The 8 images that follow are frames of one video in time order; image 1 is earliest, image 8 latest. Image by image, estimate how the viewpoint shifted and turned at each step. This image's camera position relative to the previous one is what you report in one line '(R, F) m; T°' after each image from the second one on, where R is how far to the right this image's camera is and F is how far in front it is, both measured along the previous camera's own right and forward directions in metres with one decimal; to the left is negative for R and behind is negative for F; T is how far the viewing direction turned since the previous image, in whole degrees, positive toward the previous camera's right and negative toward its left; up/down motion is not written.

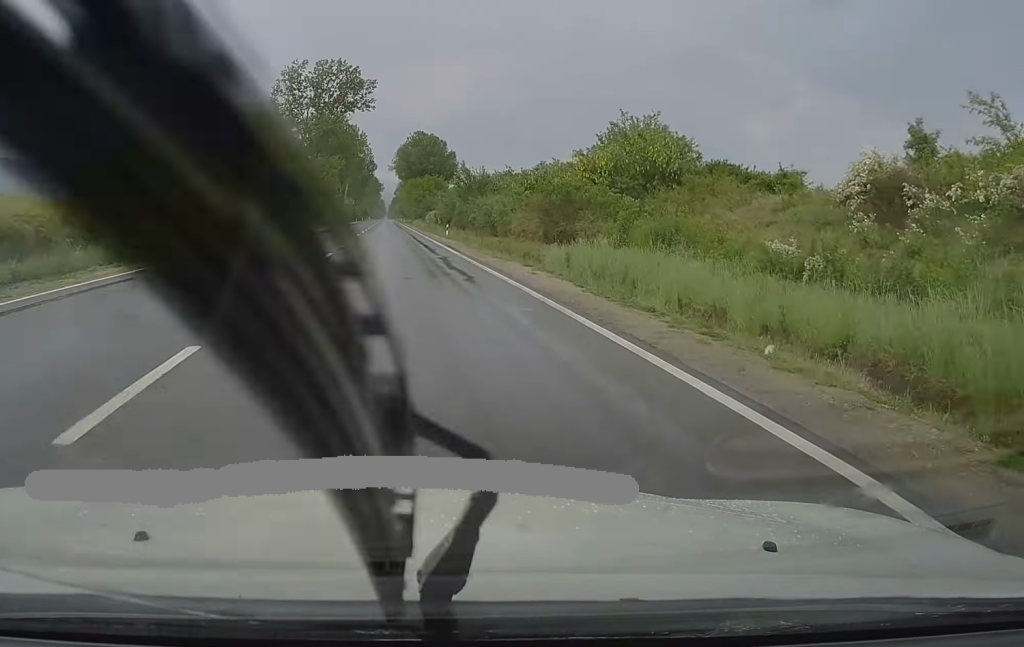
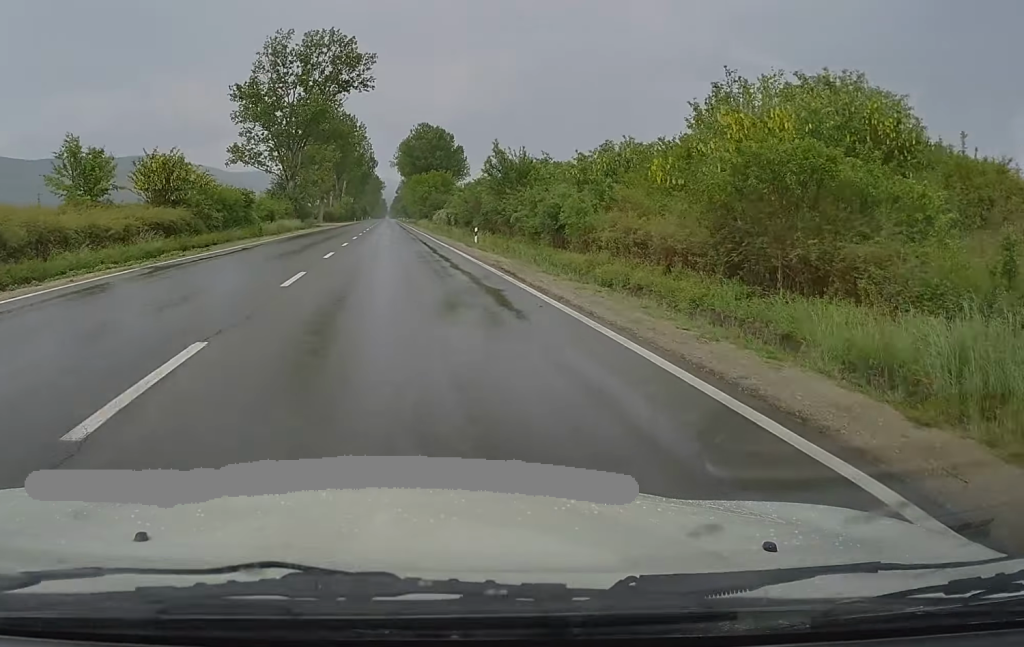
(0.0, +17.8) m; 0°
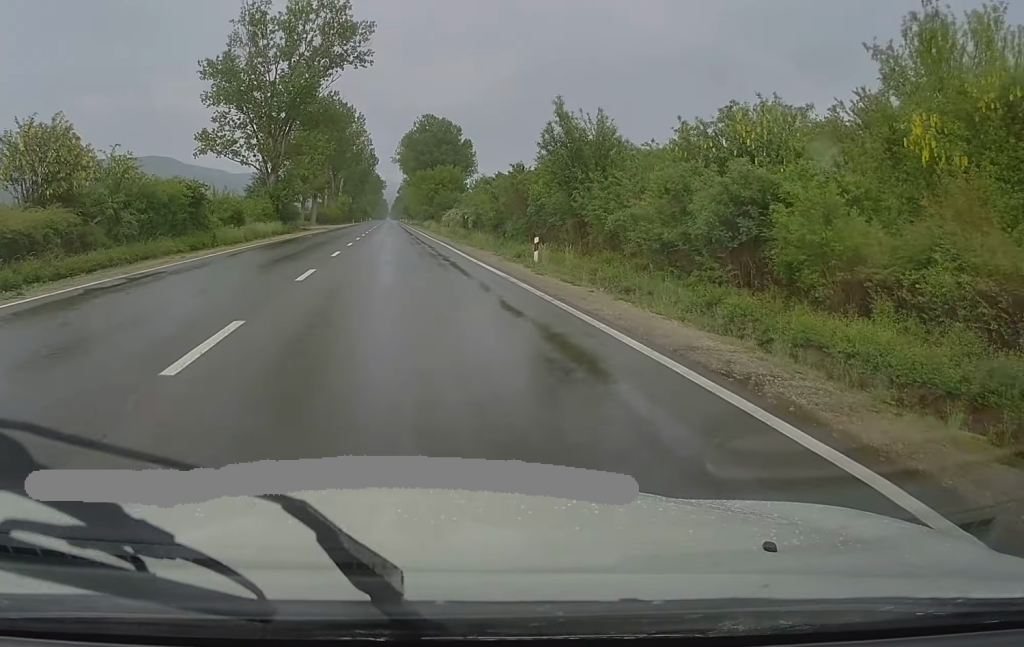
(0.0, +16.0) m; 0°
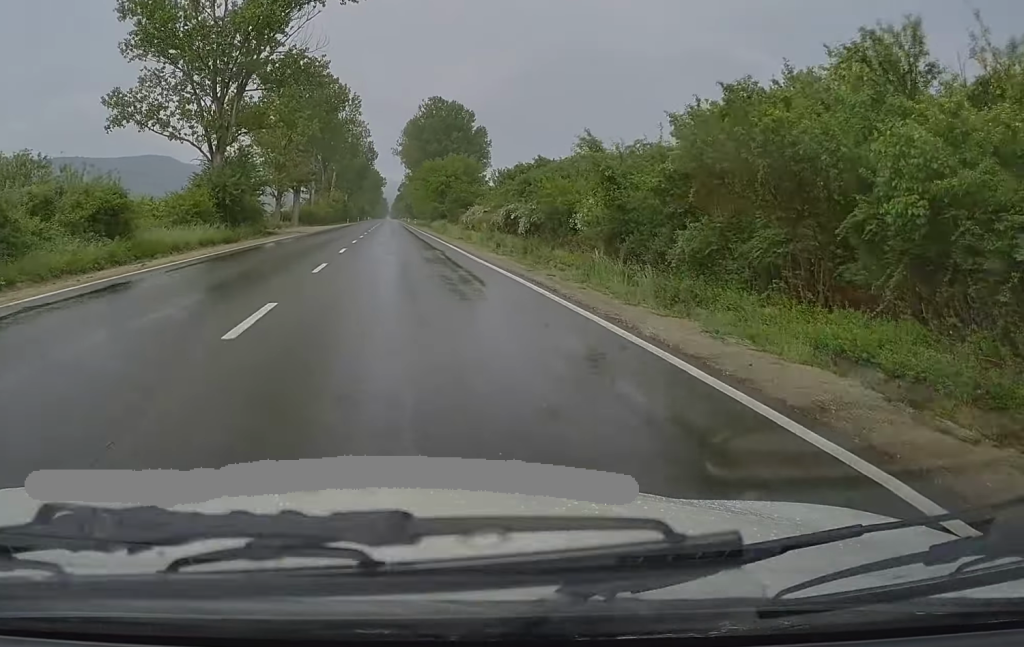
(-0.1, +24.9) m; -1°
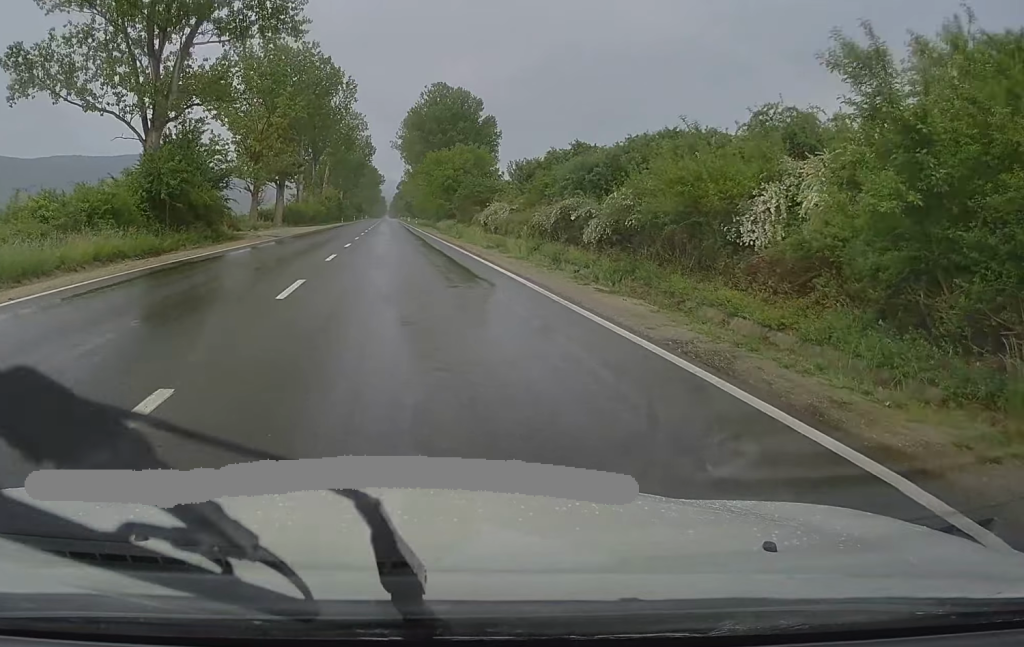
(-0.2, +14.2) m; 0°
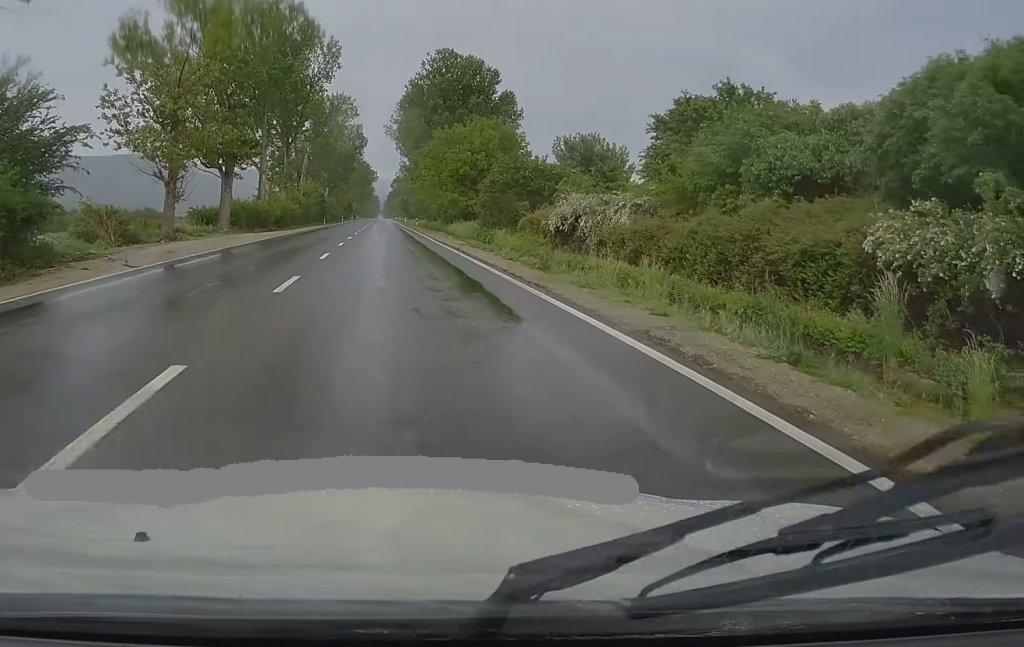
(+0.1, +25.8) m; +1°
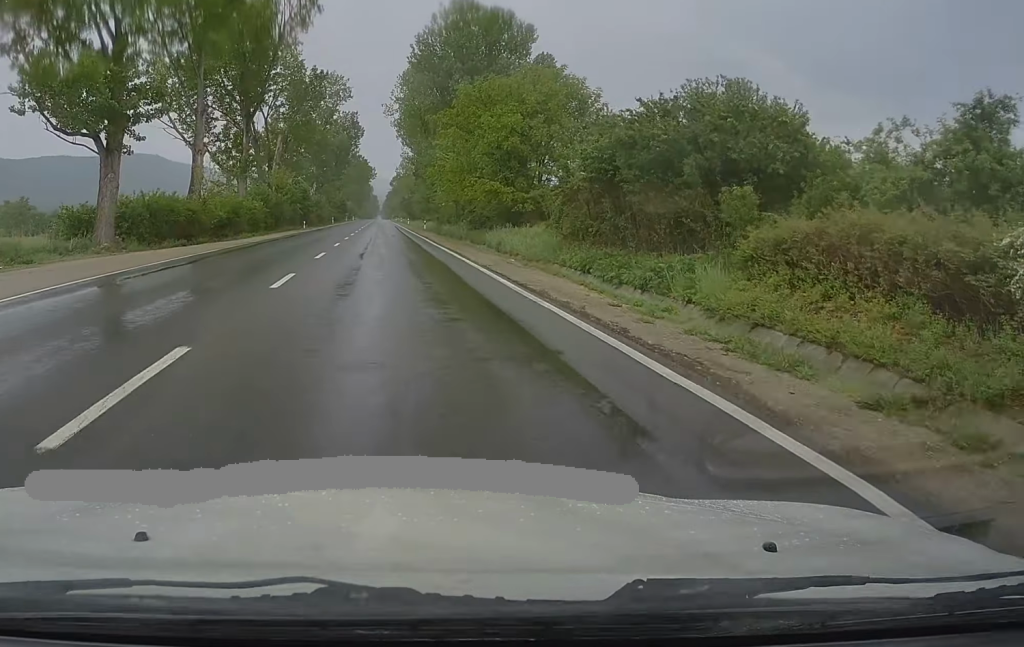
(+0.2, +25.8) m; 0°
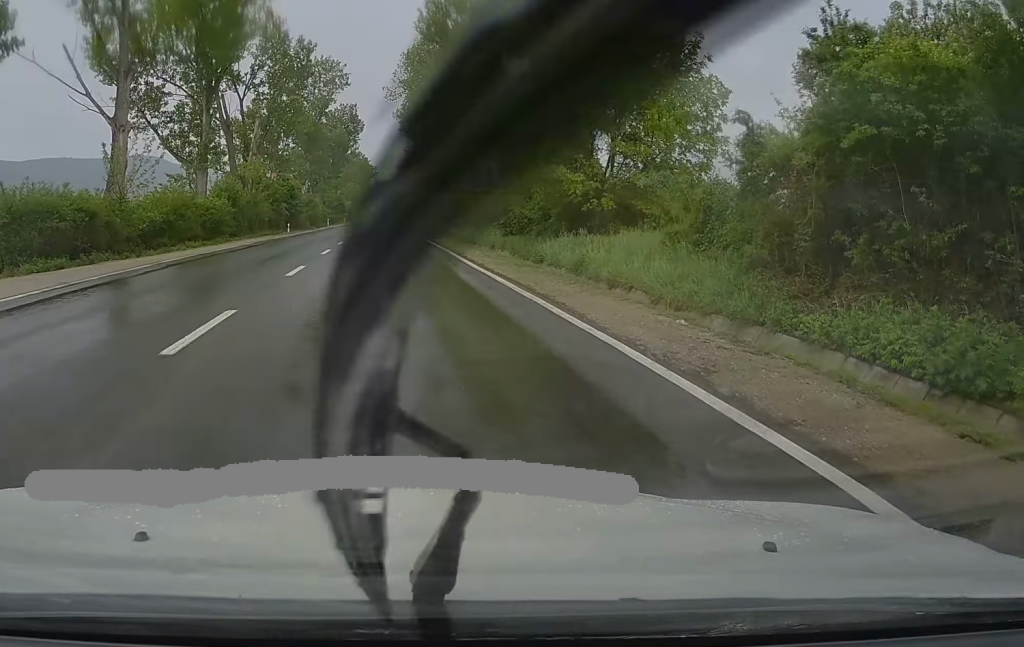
(0.0, +15.1) m; 0°
